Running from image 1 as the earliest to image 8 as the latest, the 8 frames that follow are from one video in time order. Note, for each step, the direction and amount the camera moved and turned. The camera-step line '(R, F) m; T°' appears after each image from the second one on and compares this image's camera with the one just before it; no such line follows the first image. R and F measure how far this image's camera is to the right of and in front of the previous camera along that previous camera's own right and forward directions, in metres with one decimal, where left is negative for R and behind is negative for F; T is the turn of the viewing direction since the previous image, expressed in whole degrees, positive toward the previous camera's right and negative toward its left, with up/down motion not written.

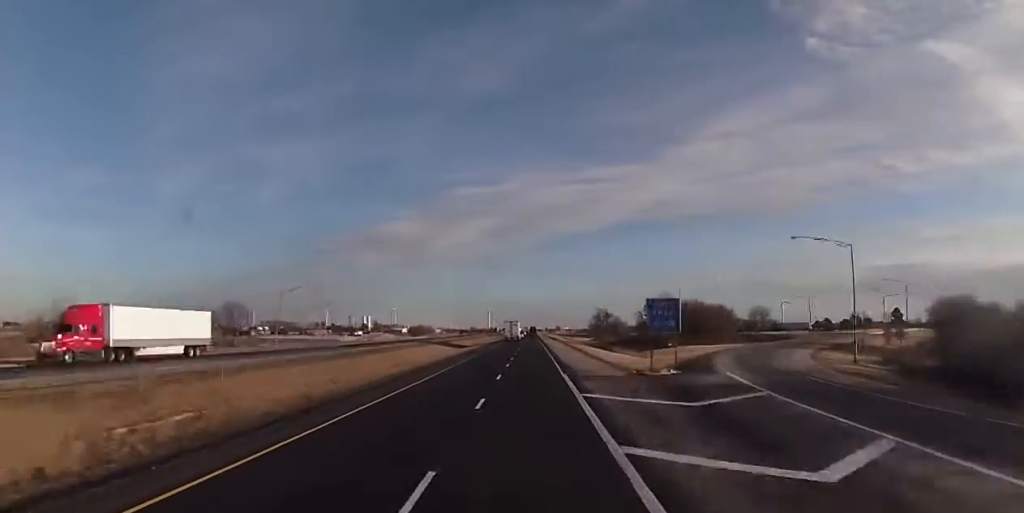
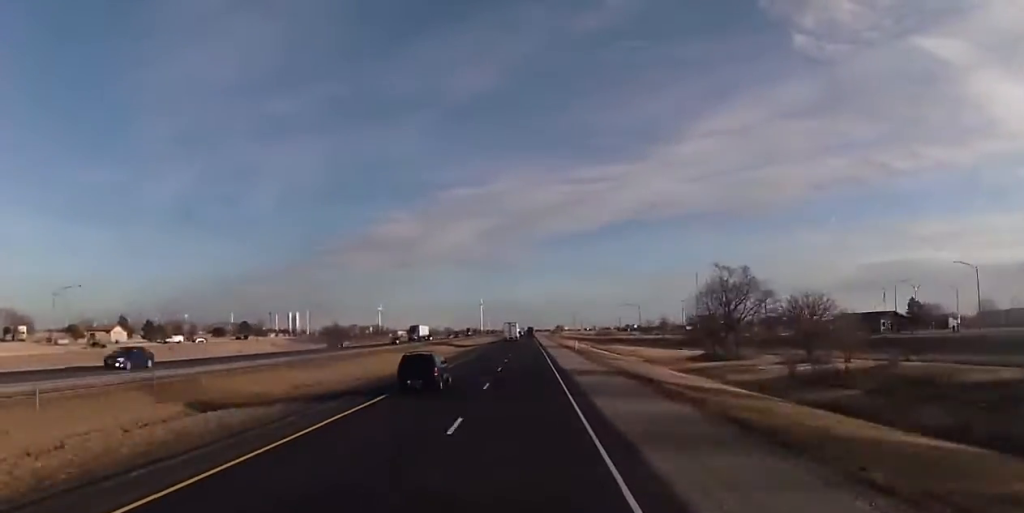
(+0.1, +187.8) m; 0°
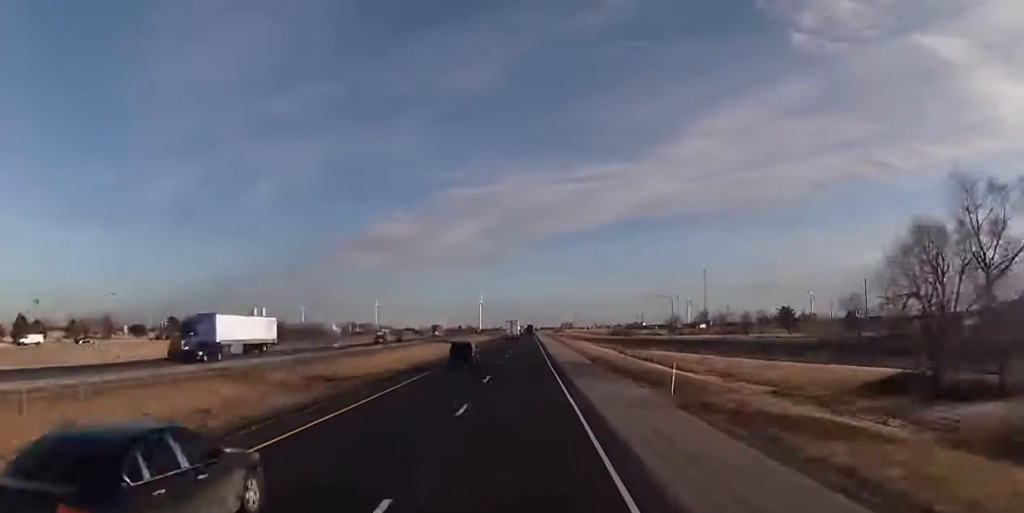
(-0.1, +58.1) m; 0°
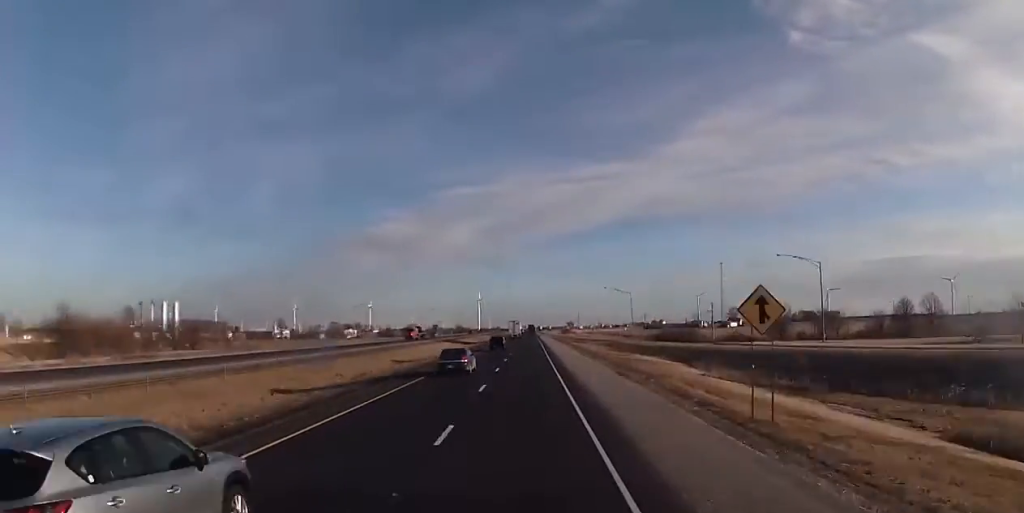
(+0.1, +99.7) m; 0°
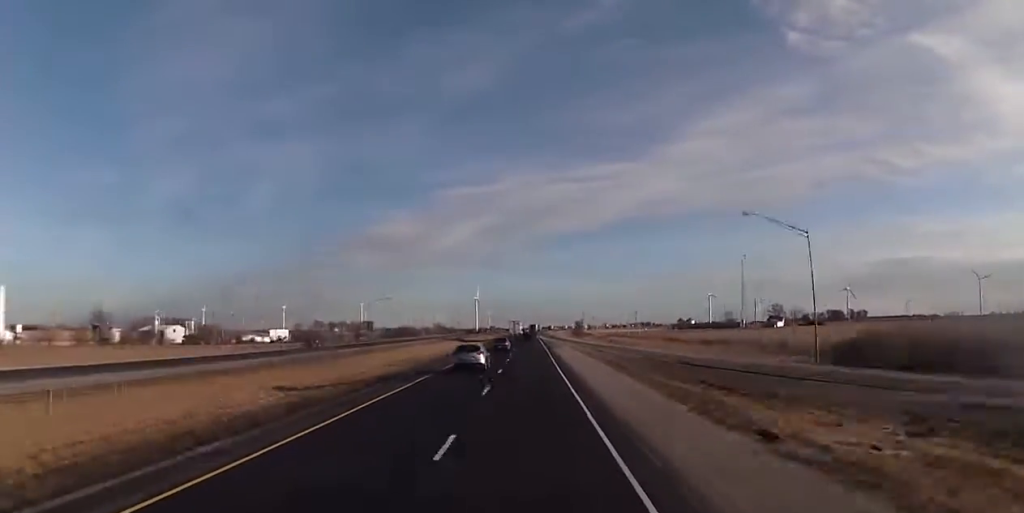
(0.0, +116.1) m; 0°
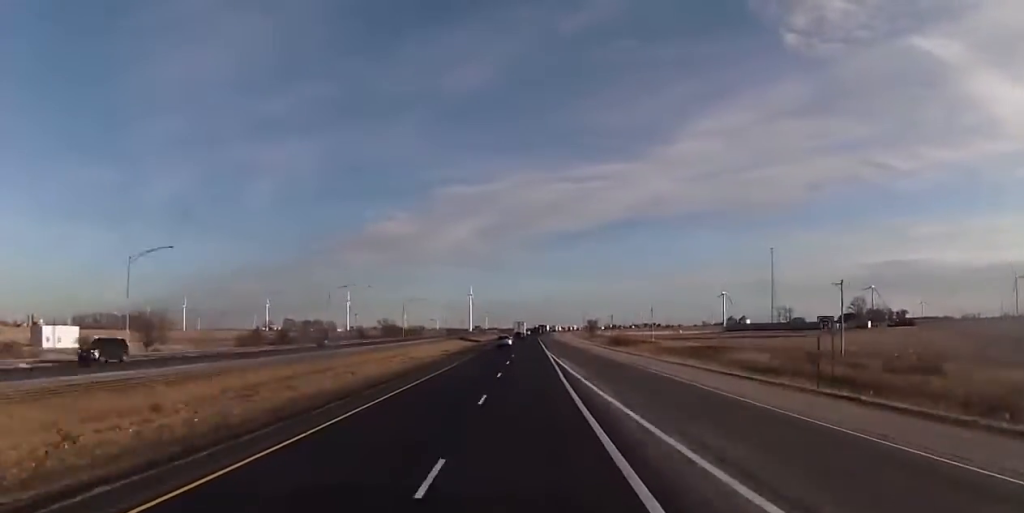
(0.0, +136.9) m; 0°
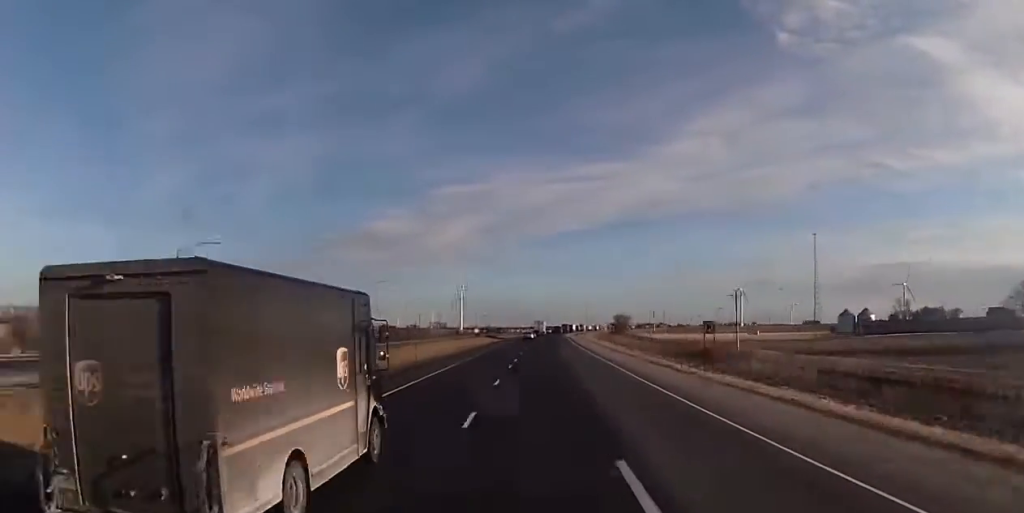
(+1.1, +150.9) m; +1°
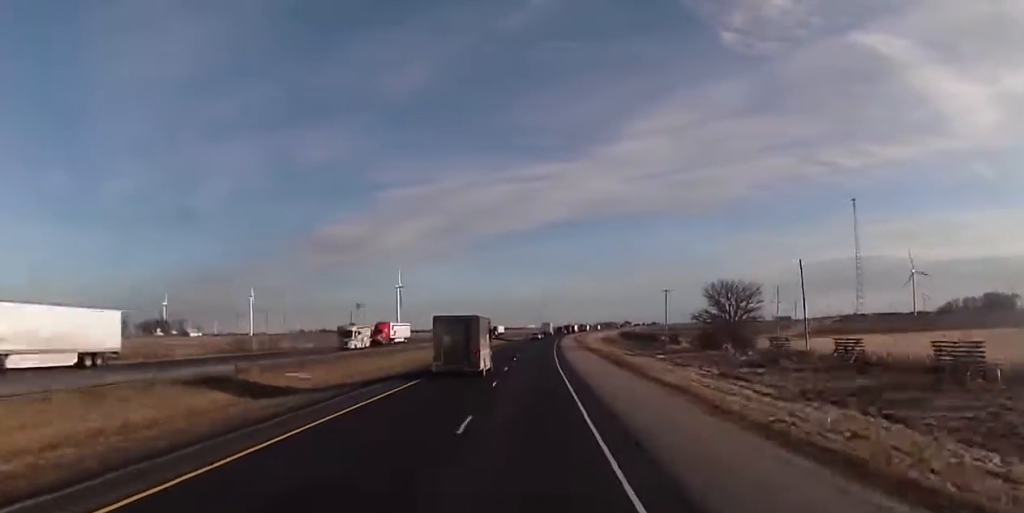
(+6.1, +213.9) m; +4°
